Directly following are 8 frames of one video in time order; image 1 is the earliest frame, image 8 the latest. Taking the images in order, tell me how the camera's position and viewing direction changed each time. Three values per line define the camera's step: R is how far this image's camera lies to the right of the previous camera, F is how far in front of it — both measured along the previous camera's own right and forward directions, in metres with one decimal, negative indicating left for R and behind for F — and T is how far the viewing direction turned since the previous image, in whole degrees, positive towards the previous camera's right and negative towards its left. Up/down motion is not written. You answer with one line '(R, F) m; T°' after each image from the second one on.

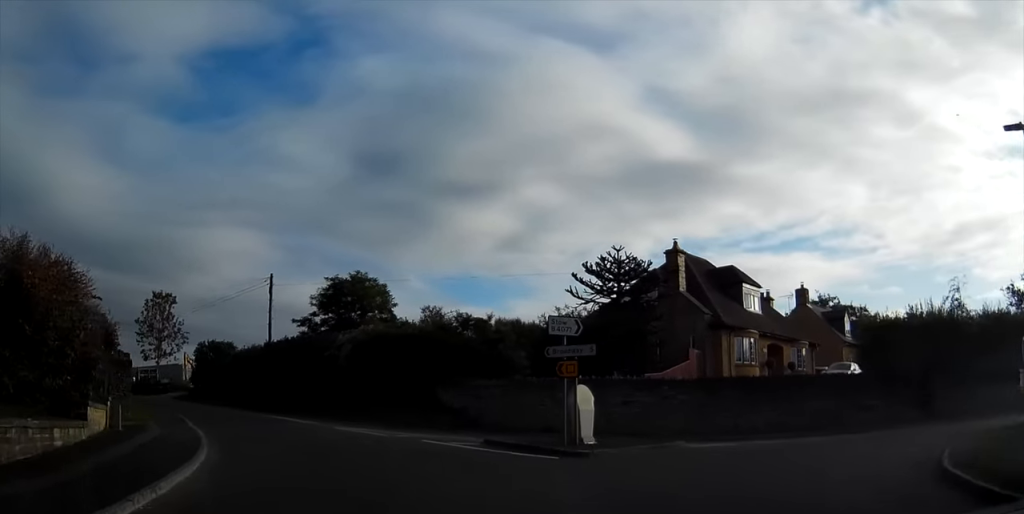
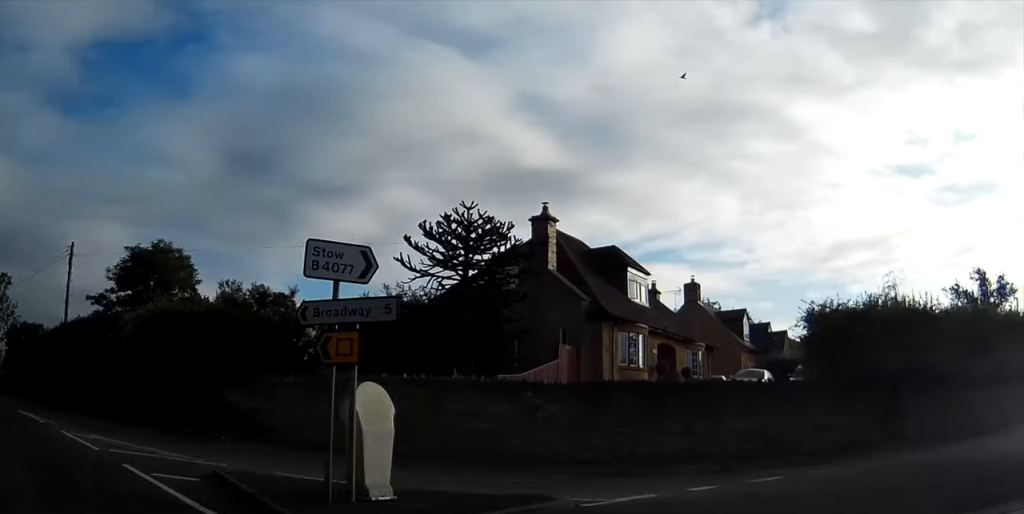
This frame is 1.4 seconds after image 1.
(+0.3, +8.5) m; +12°
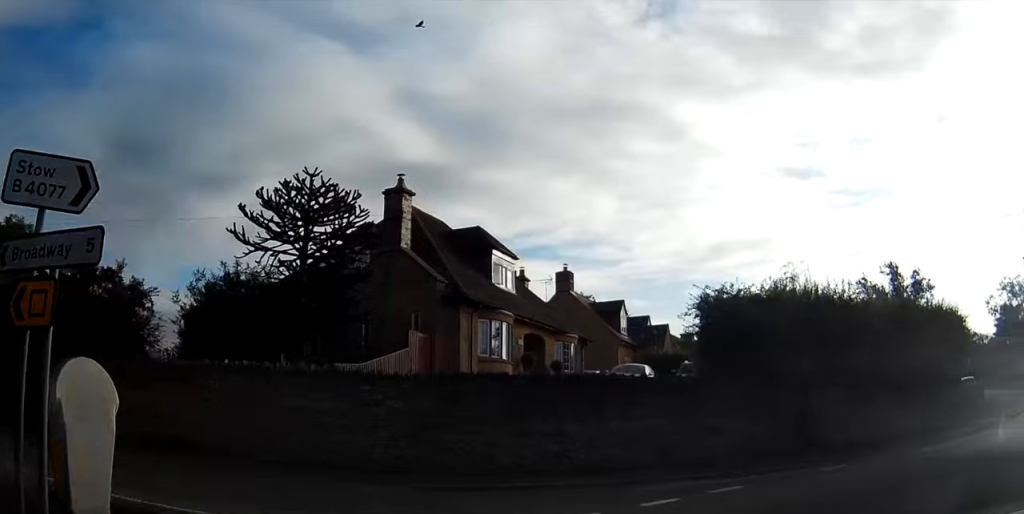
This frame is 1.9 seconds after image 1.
(+0.4, +2.8) m; +10°
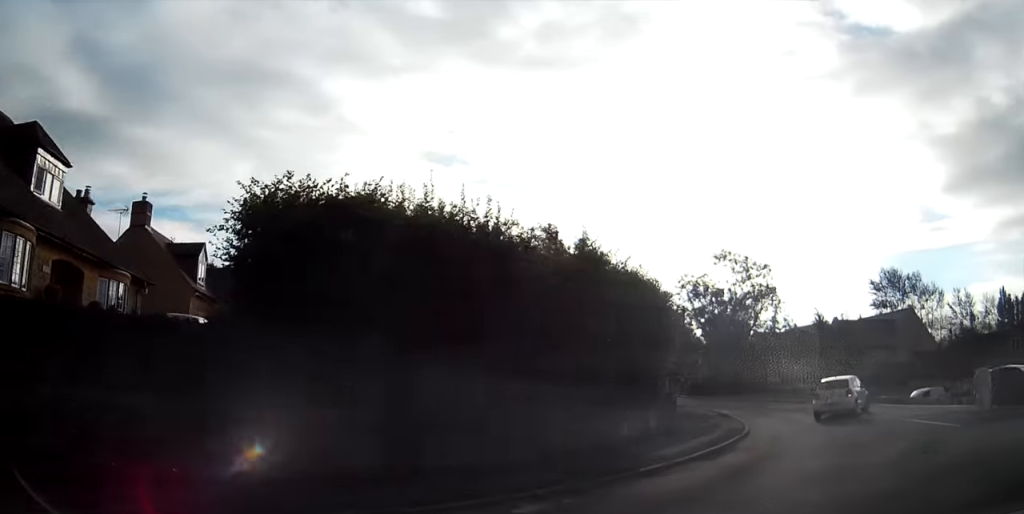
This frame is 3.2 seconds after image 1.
(+1.8, +7.3) m; +27°
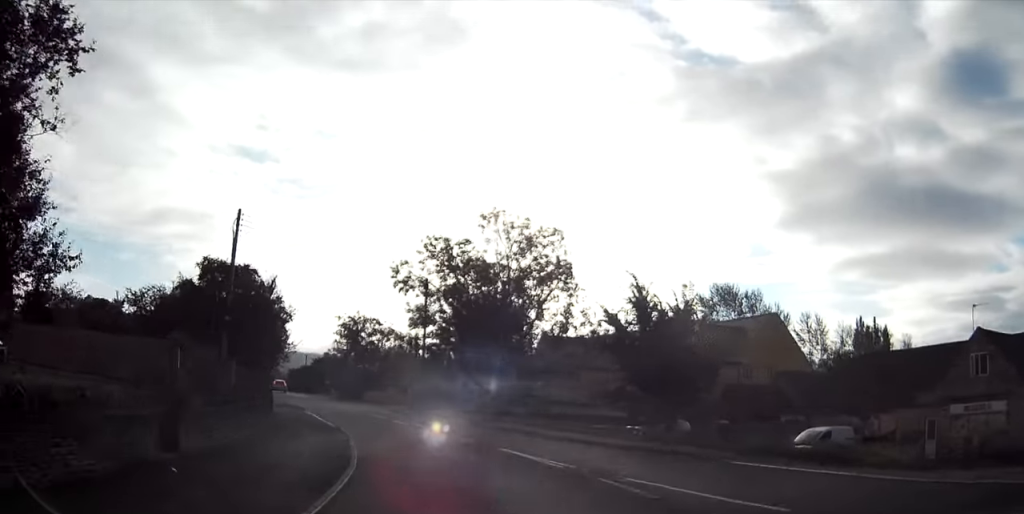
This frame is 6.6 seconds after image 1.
(+5.3, +21.3) m; +8°
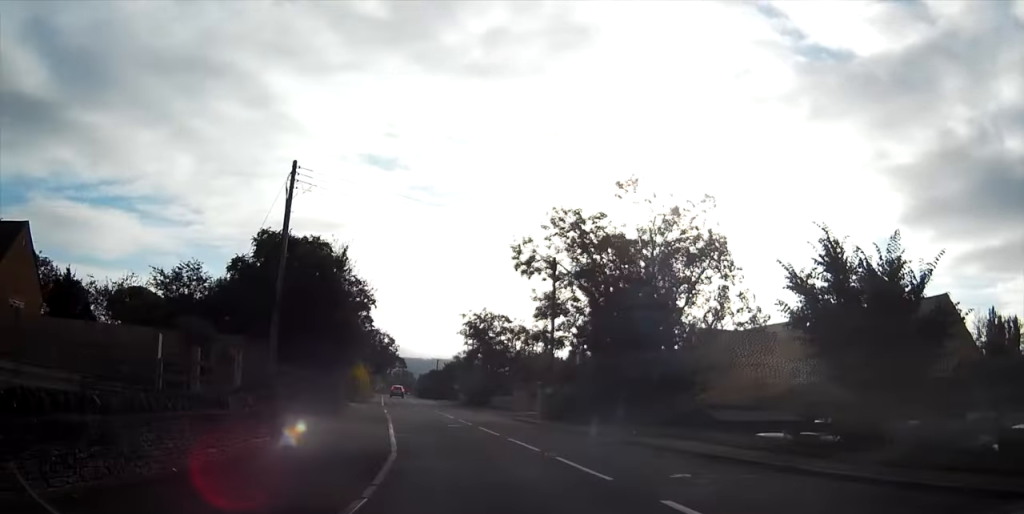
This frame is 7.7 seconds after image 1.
(-0.5, +9.0) m; -7°
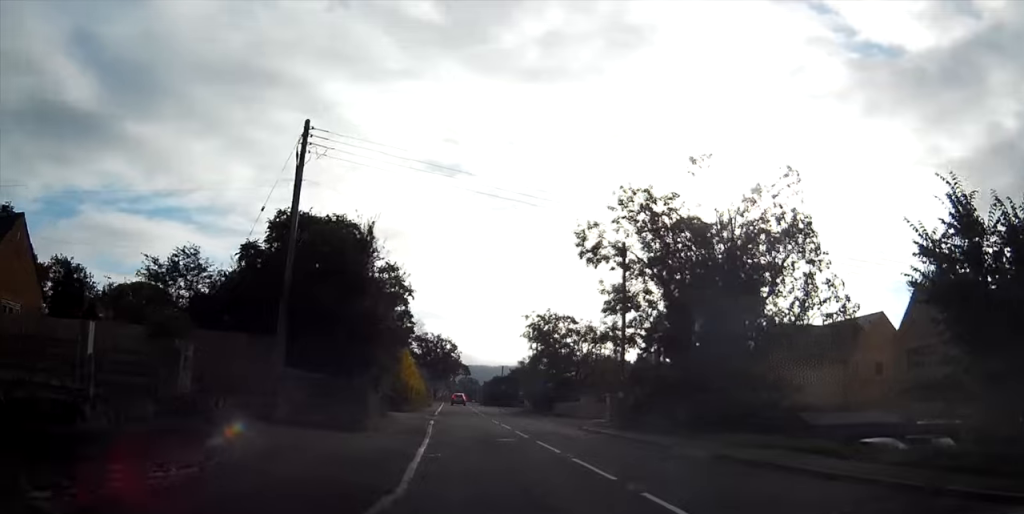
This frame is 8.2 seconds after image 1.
(-0.3, +4.8) m; -3°
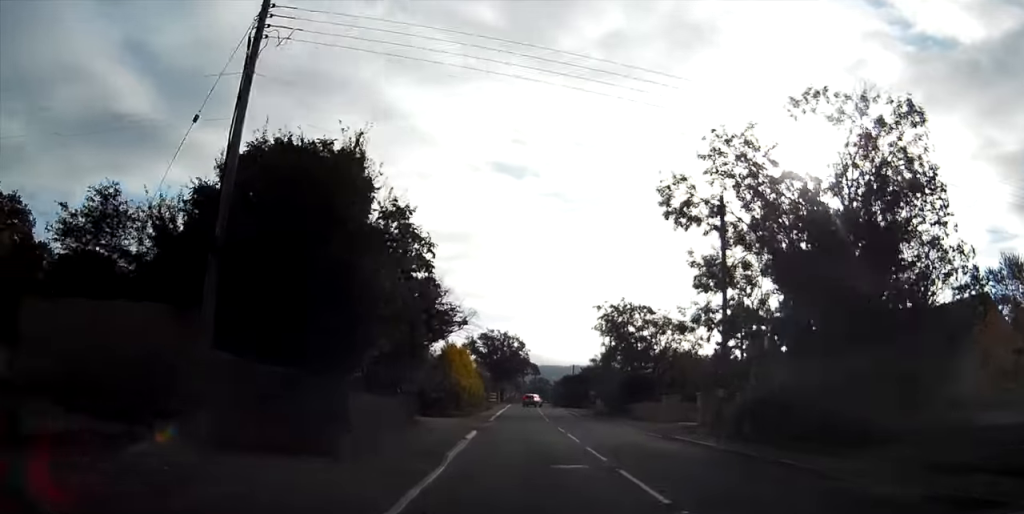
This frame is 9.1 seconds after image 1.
(-0.2, +7.4) m; -5°
